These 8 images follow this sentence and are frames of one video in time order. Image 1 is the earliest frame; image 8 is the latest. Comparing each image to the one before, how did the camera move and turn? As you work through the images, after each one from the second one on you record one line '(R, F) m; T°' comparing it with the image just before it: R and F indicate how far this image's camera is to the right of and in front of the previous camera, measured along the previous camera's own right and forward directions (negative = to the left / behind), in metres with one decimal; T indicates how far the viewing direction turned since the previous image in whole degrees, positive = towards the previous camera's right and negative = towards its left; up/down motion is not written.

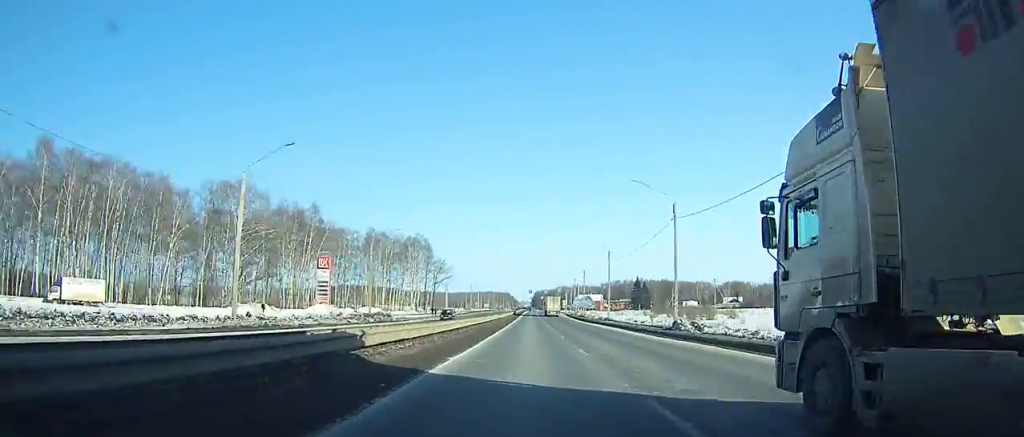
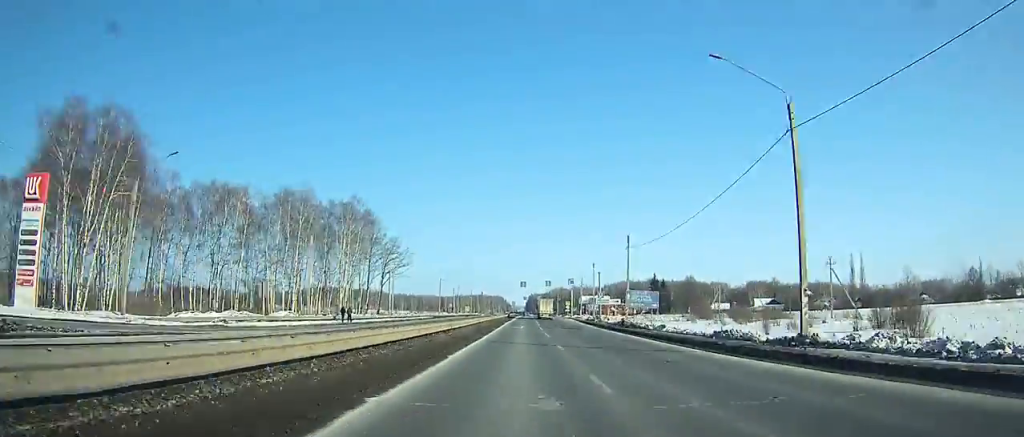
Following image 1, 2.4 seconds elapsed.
(-0.1, +55.5) m; 0°
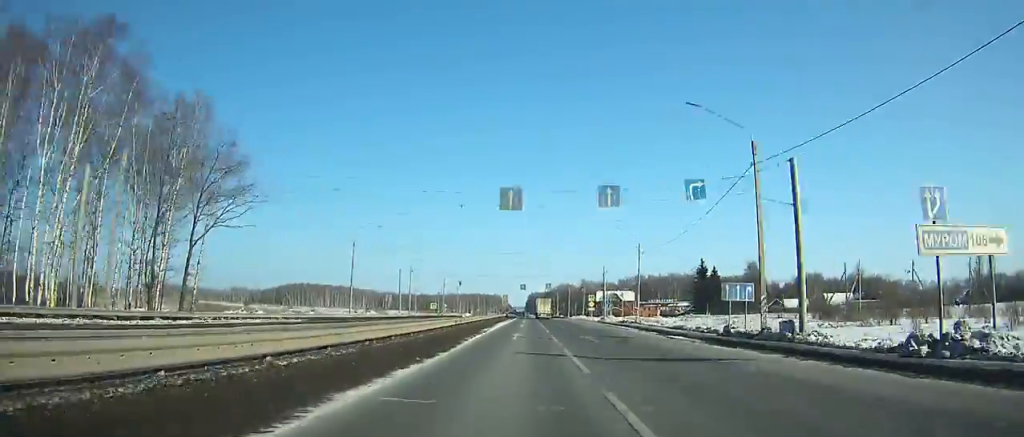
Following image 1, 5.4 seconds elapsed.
(-0.2, +69.4) m; 0°
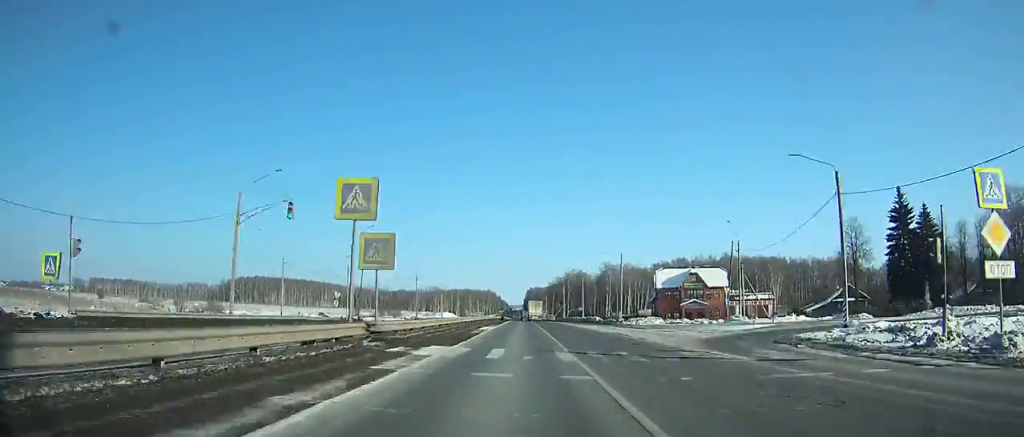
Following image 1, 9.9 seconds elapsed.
(0.0, +103.7) m; 0°
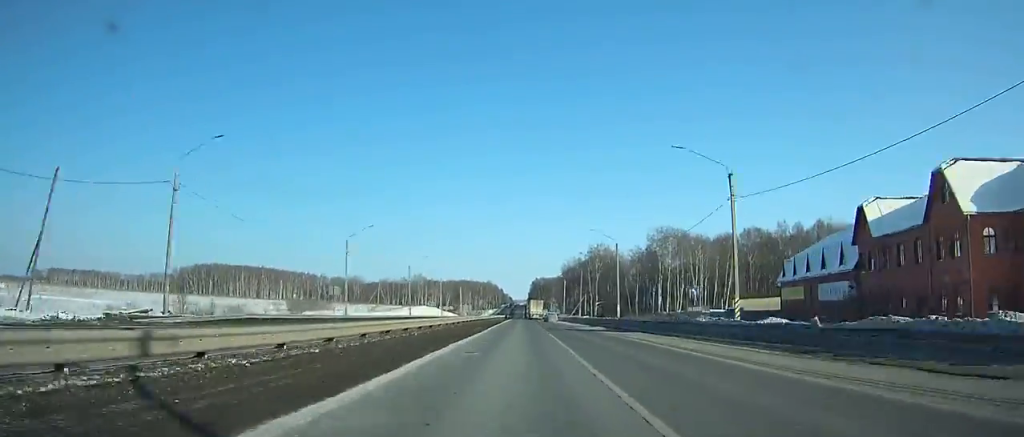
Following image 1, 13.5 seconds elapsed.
(+0.3, +82.3) m; 0°
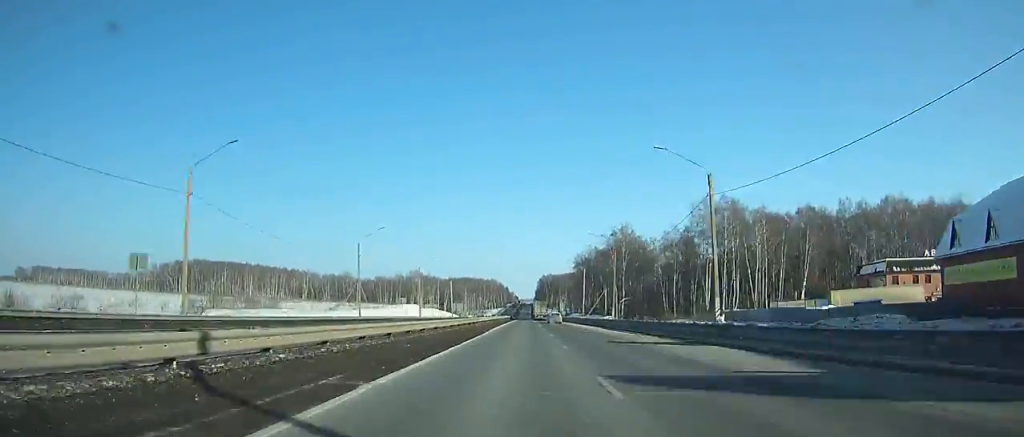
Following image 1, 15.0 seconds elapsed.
(-0.1, +34.2) m; 0°
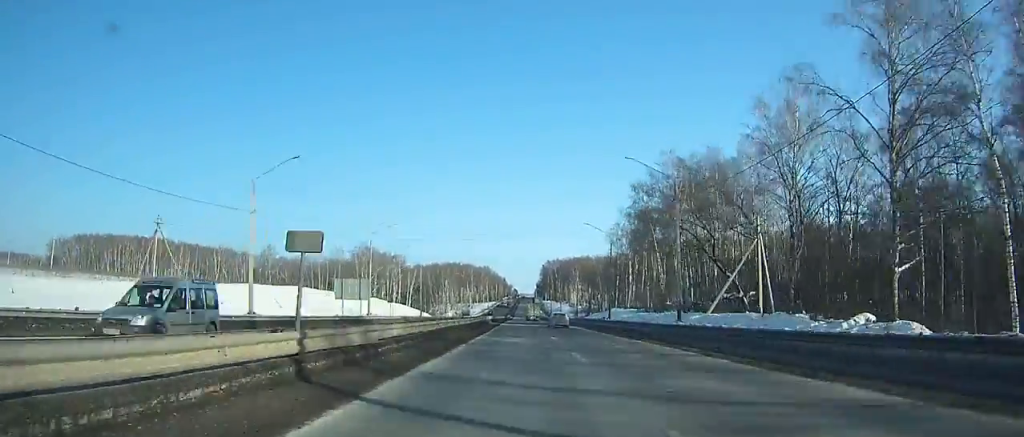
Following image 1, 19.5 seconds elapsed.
(+0.1, +103.0) m; 0°
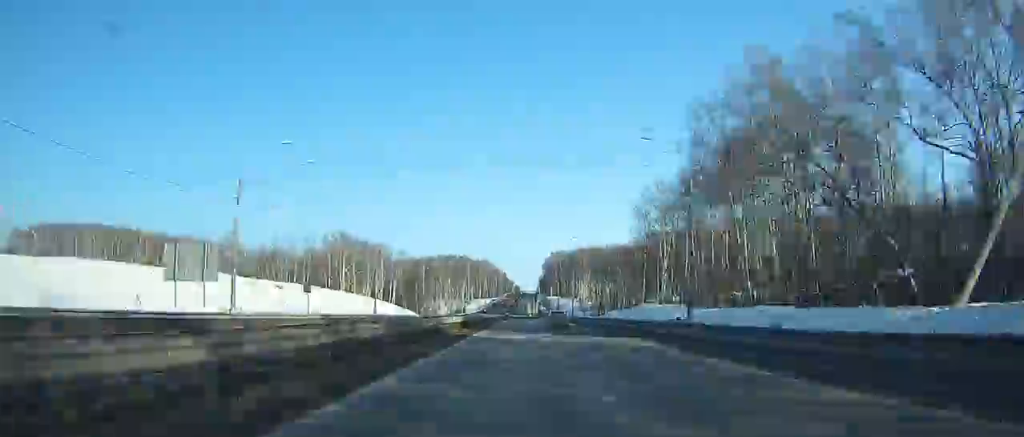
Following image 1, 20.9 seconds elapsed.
(0.0, +32.5) m; 0°
